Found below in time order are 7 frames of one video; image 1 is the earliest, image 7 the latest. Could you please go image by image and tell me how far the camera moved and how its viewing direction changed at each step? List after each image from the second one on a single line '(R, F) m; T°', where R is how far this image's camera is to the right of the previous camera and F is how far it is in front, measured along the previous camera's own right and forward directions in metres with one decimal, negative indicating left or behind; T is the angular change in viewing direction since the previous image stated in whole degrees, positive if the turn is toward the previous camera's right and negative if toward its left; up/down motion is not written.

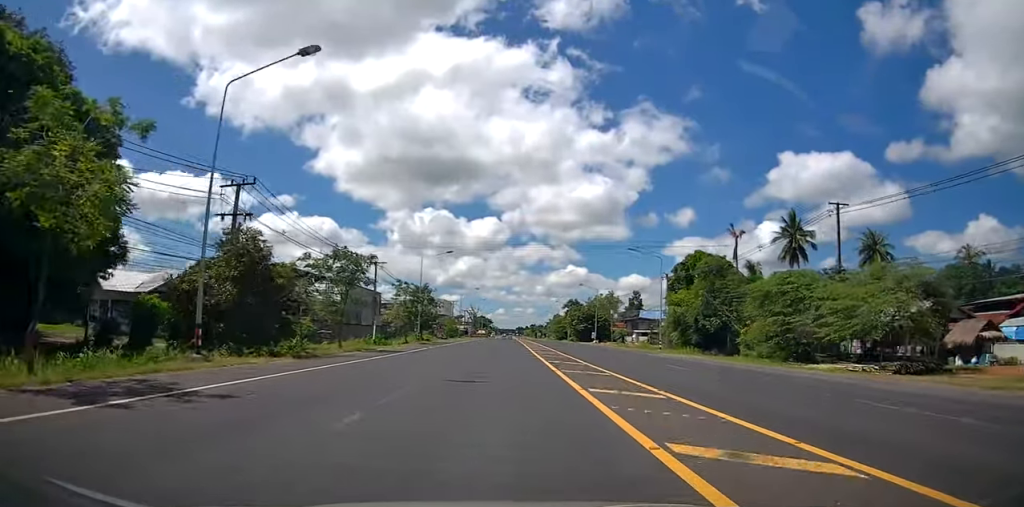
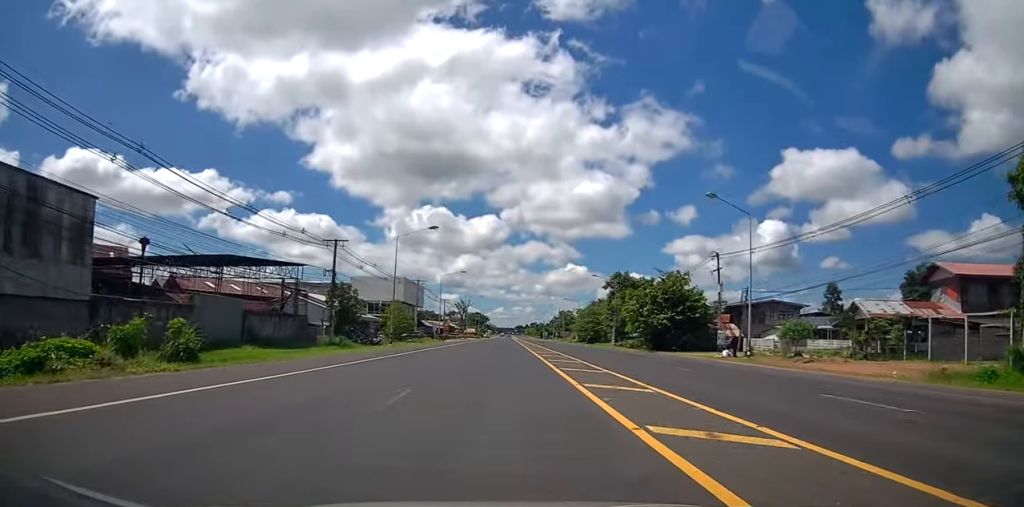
(-0.1, +58.8) m; 0°
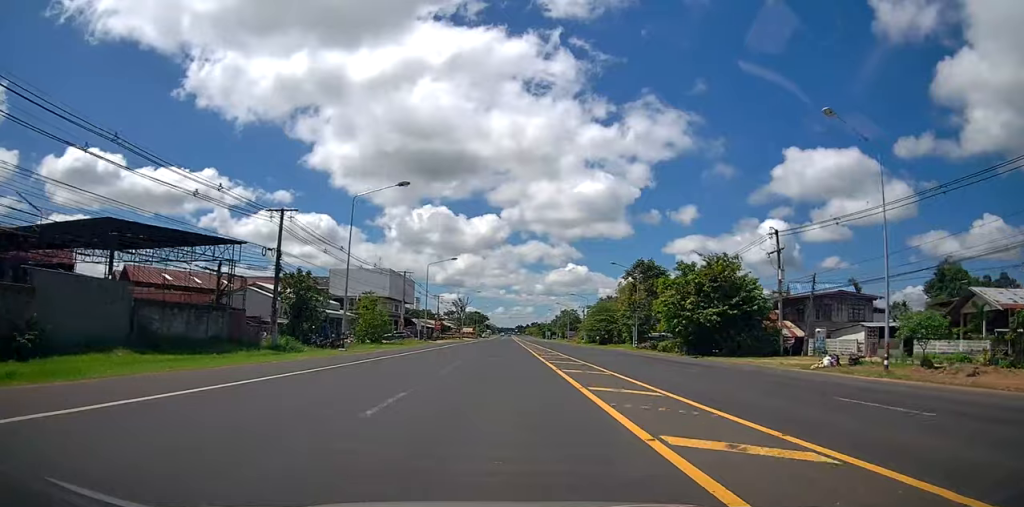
(0.0, +12.9) m; +1°
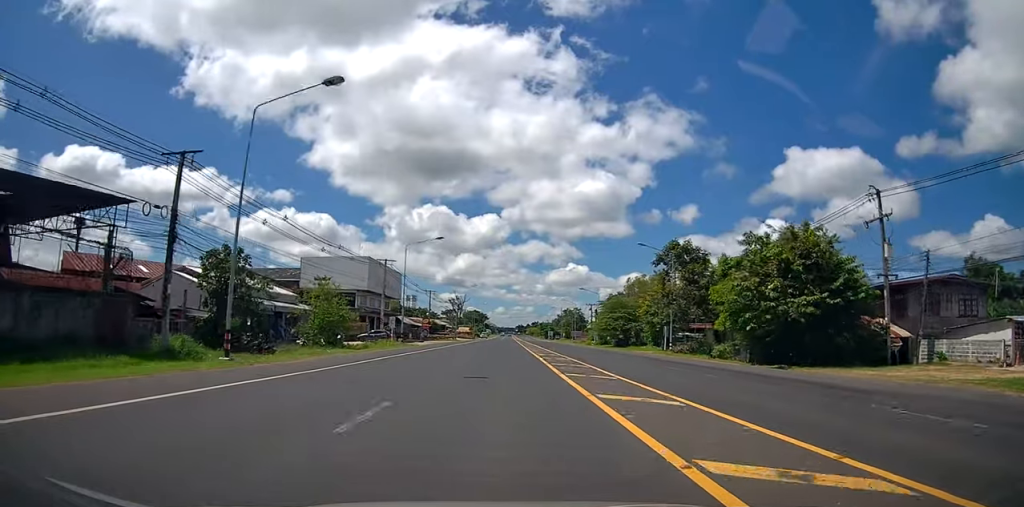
(-0.1, +13.3) m; +1°
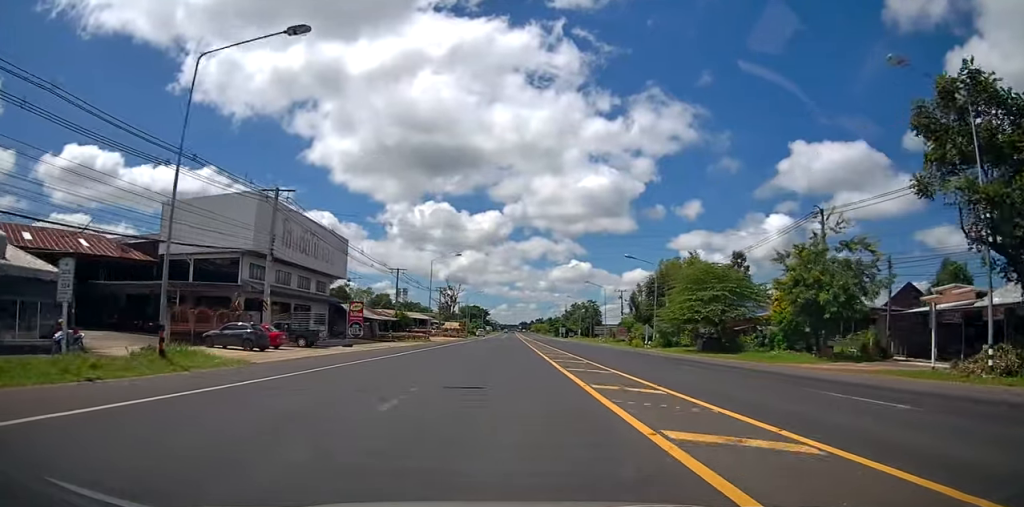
(+0.3, +35.2) m; 0°
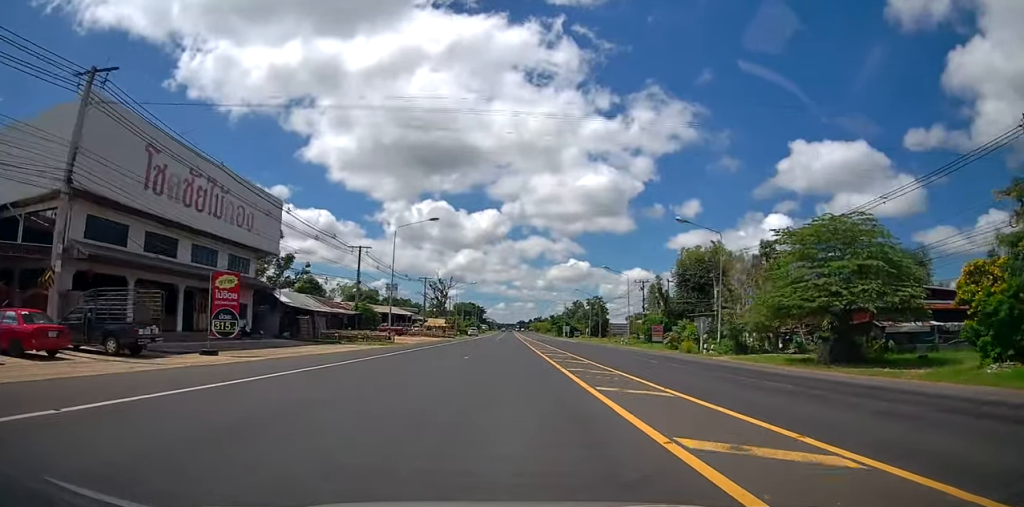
(-0.2, +18.7) m; 0°
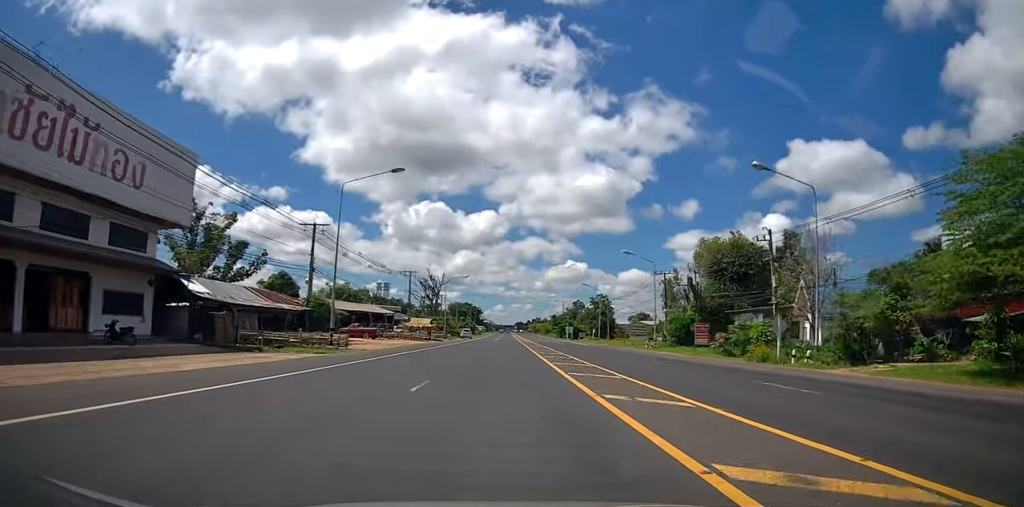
(-0.1, +13.3) m; +1°
